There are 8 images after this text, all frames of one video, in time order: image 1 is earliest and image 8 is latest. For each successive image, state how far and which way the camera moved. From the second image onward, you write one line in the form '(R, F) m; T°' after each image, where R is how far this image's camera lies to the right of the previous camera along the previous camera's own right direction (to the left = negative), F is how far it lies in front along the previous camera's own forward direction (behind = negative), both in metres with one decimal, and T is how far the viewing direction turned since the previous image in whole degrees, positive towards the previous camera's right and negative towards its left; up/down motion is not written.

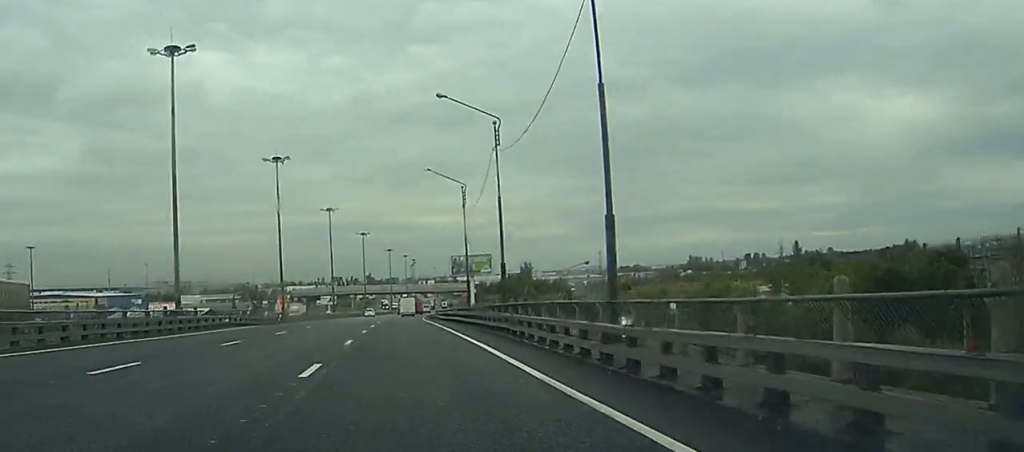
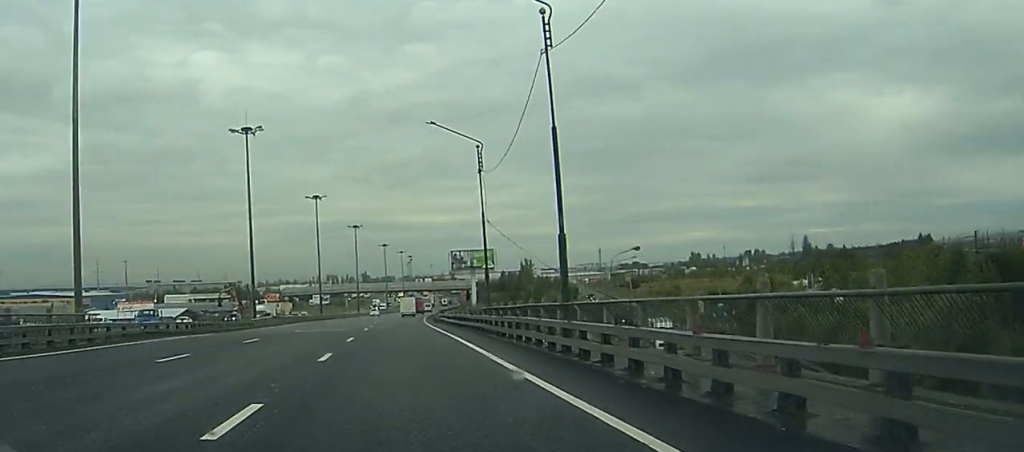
(+0.1, +18.9) m; 0°
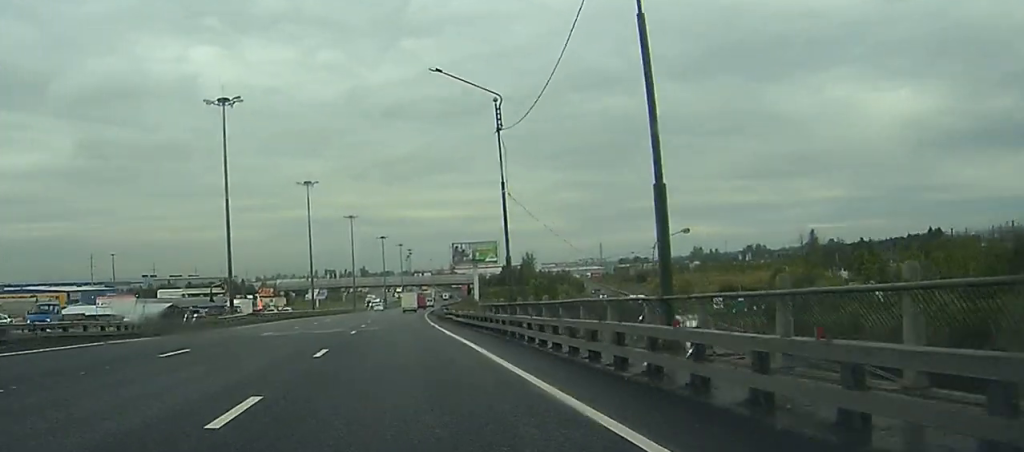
(0.0, +11.6) m; 0°
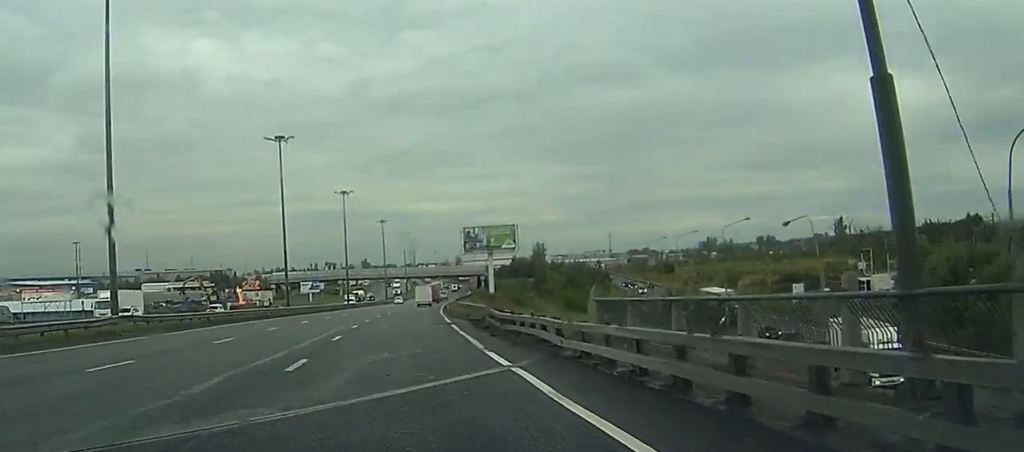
(+0.1, +33.6) m; 0°
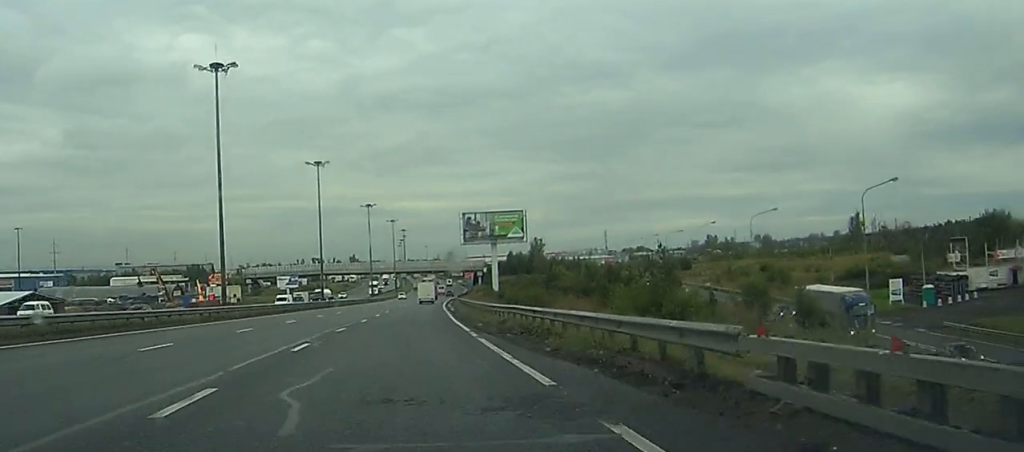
(-0.2, +30.5) m; -1°
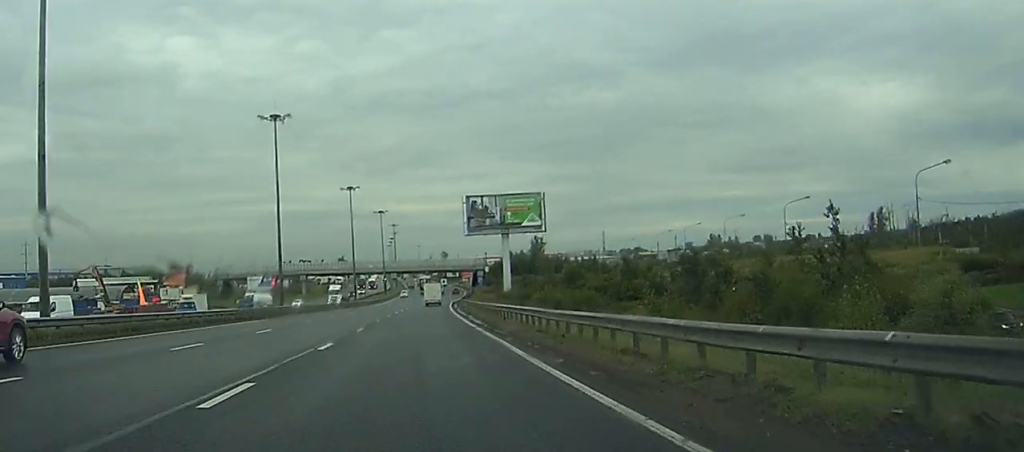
(+0.3, +34.3) m; +2°
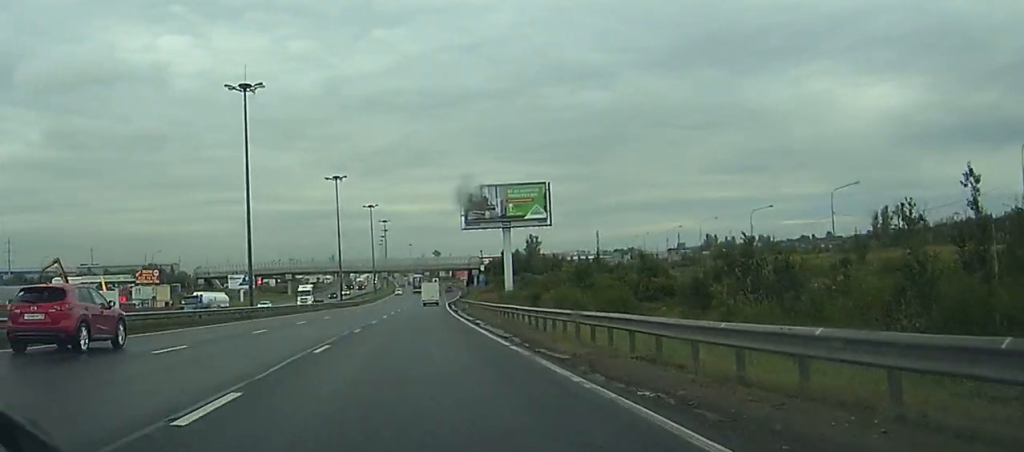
(0.0, +13.4) m; +1°
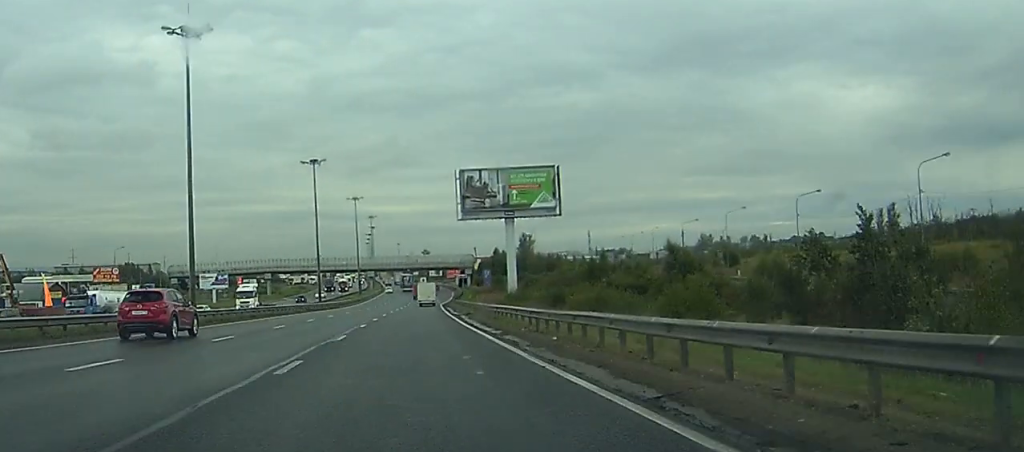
(+0.3, +17.6) m; +1°
